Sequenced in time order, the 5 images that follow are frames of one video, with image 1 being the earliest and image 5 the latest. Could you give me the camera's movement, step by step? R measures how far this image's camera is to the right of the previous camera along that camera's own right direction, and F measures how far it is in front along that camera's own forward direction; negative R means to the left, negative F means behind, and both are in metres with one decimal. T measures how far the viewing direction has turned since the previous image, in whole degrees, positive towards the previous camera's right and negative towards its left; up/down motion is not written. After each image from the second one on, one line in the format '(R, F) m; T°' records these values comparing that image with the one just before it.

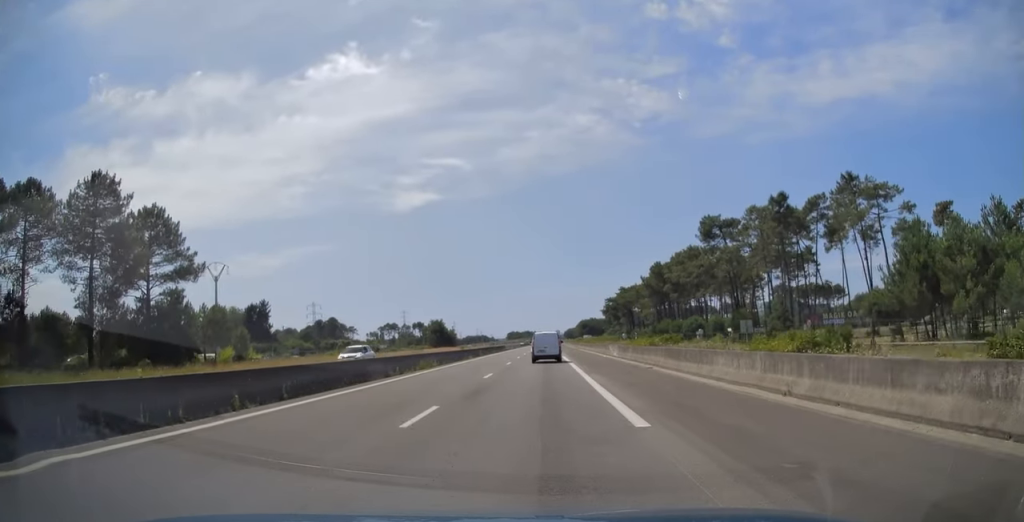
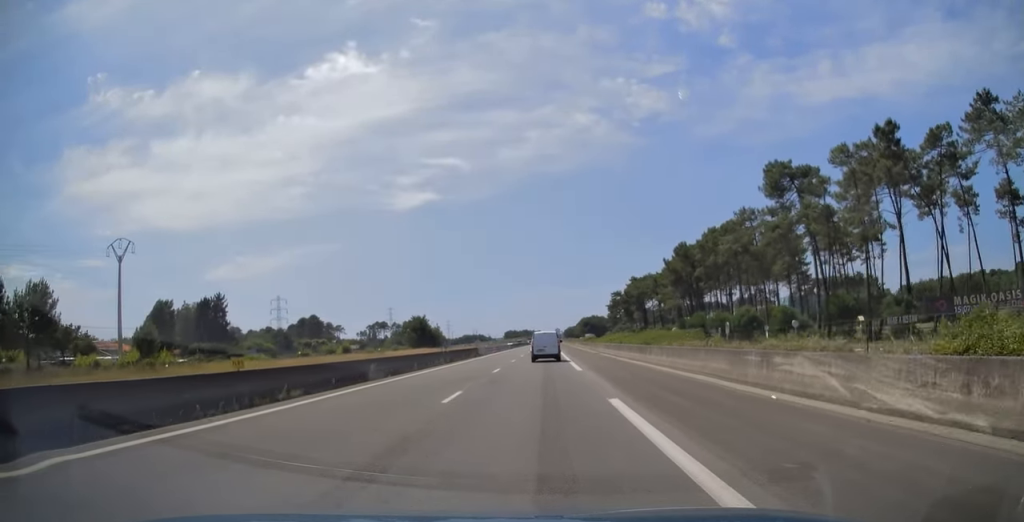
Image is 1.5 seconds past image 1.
(+0.6, +35.1) m; +1°
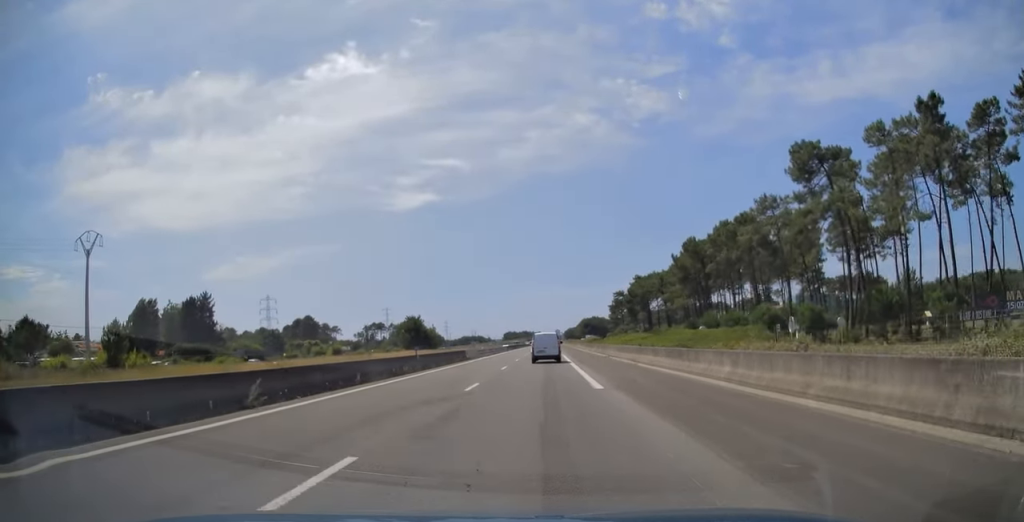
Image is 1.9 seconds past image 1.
(0.0, +9.2) m; 0°
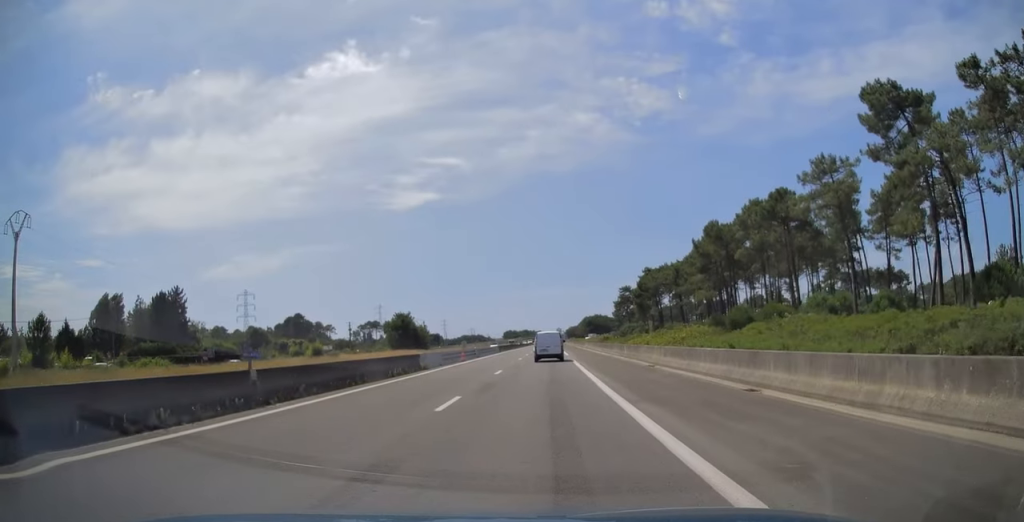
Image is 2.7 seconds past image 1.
(0.0, +18.1) m; -1°
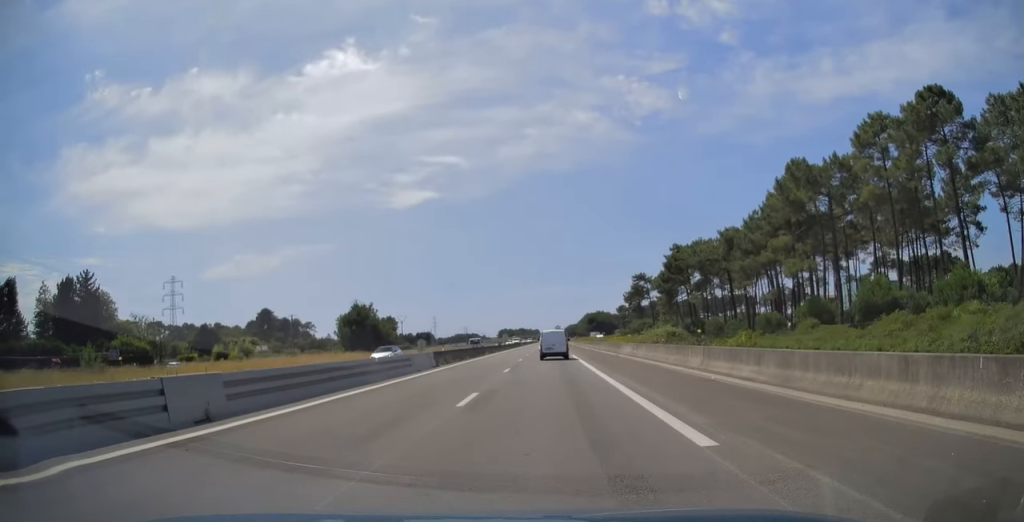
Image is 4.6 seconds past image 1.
(-0.4, +42.8) m; 0°
